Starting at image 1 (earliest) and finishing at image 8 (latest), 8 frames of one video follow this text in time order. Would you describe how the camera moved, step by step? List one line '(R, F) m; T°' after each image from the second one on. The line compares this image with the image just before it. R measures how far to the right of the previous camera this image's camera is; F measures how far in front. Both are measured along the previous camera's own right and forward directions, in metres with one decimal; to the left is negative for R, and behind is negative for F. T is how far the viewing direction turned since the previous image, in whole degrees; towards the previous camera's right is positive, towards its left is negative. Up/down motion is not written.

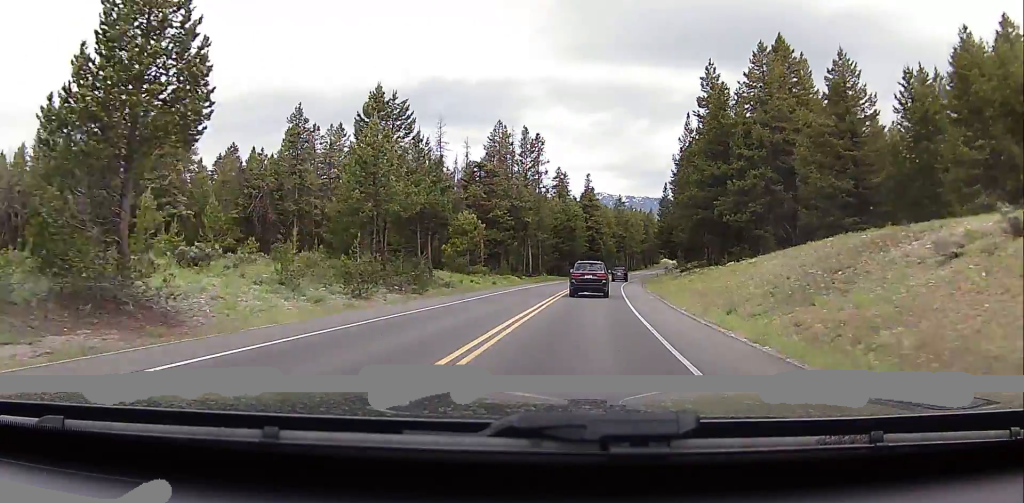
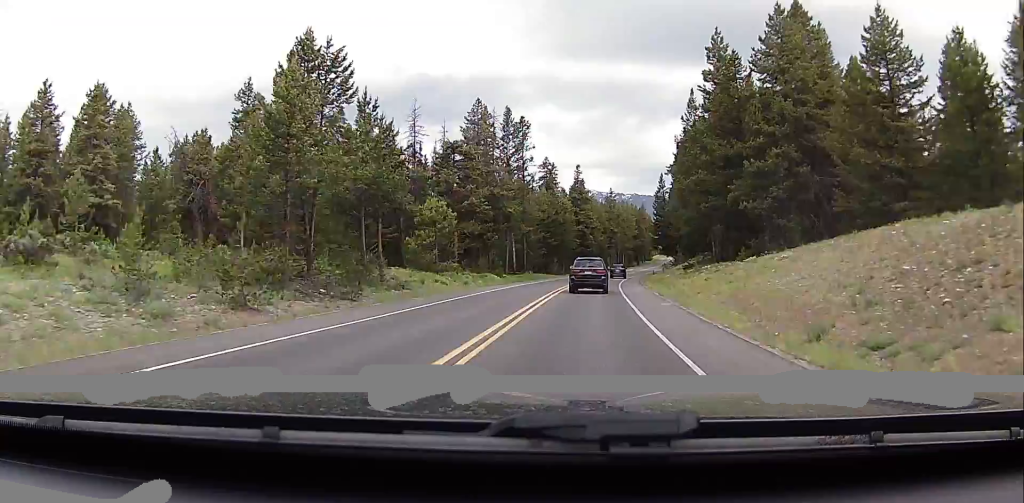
(0.0, +9.0) m; 0°
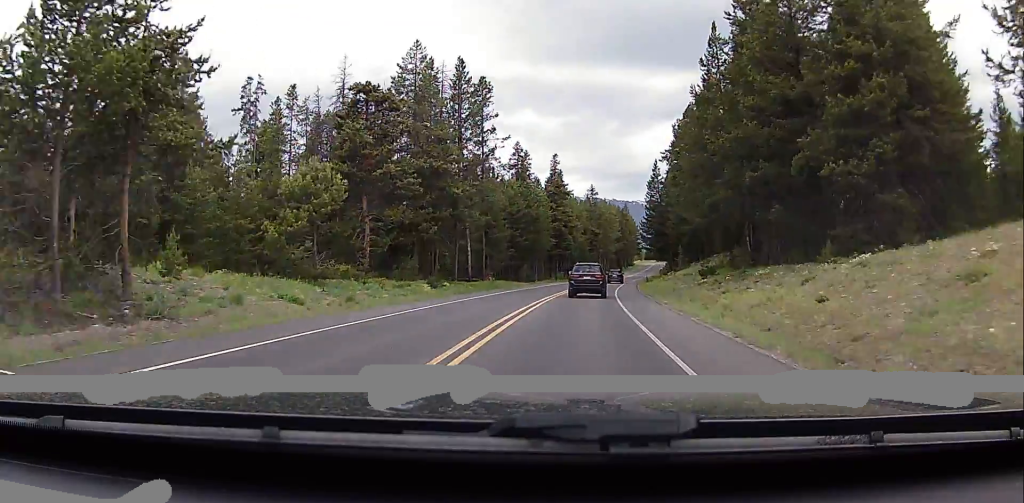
(+0.2, +19.7) m; +1°
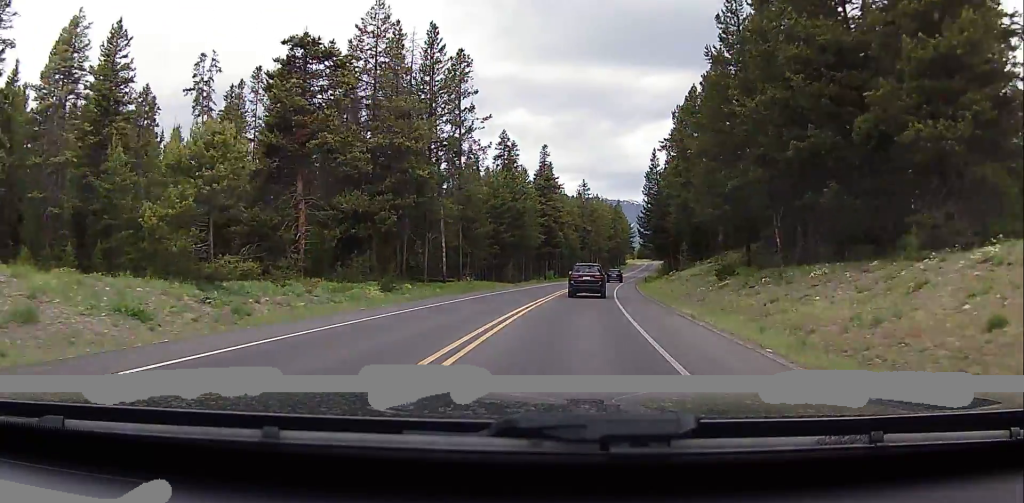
(0.0, +8.3) m; +1°
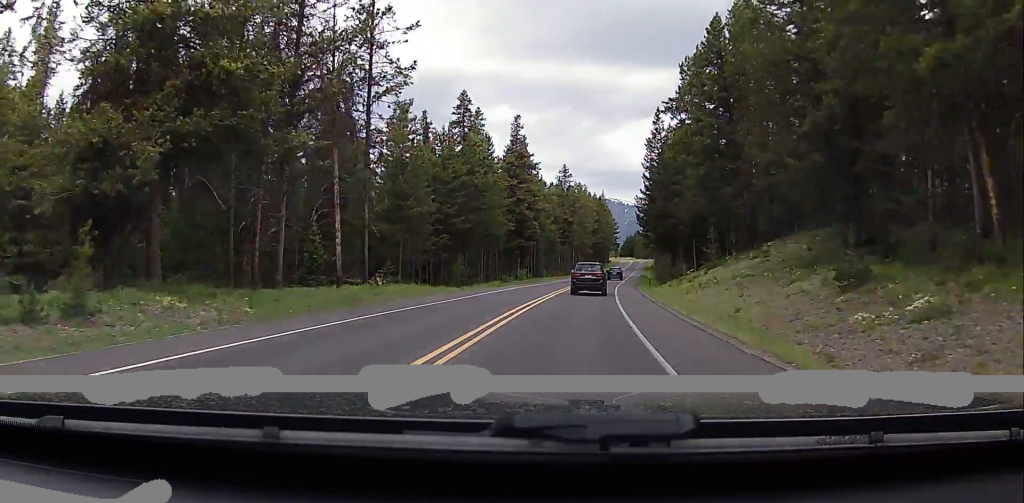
(+0.4, +21.2) m; +2°
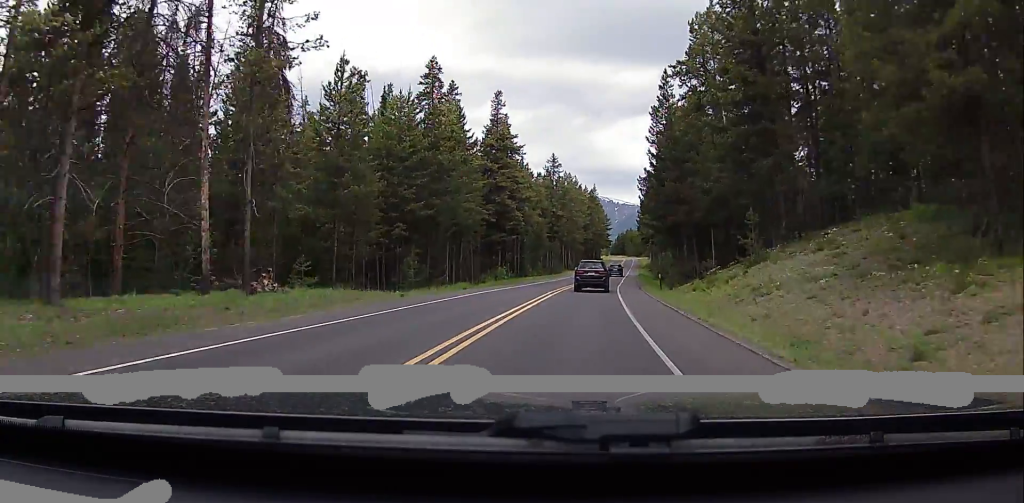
(+0.2, +12.2) m; +2°
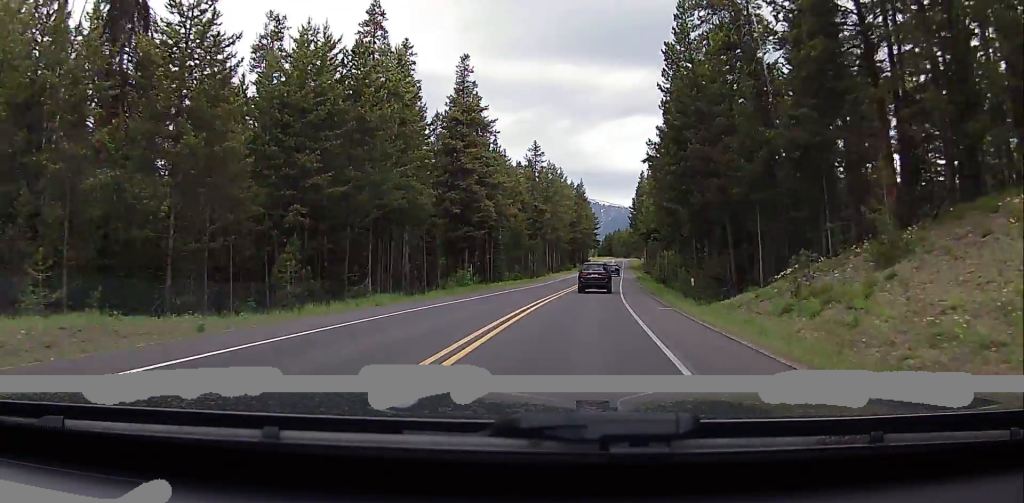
(+0.3, +15.7) m; +1°
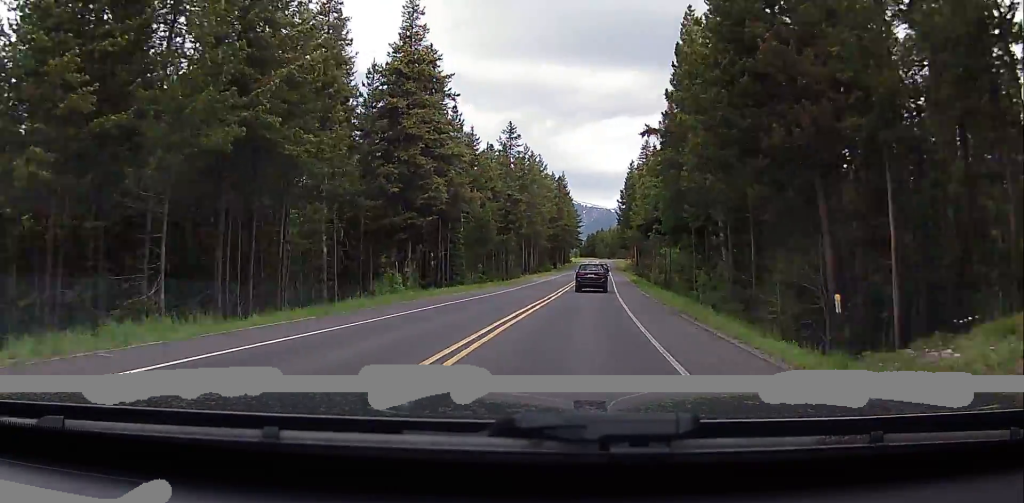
(+0.1, +16.3) m; 0°
